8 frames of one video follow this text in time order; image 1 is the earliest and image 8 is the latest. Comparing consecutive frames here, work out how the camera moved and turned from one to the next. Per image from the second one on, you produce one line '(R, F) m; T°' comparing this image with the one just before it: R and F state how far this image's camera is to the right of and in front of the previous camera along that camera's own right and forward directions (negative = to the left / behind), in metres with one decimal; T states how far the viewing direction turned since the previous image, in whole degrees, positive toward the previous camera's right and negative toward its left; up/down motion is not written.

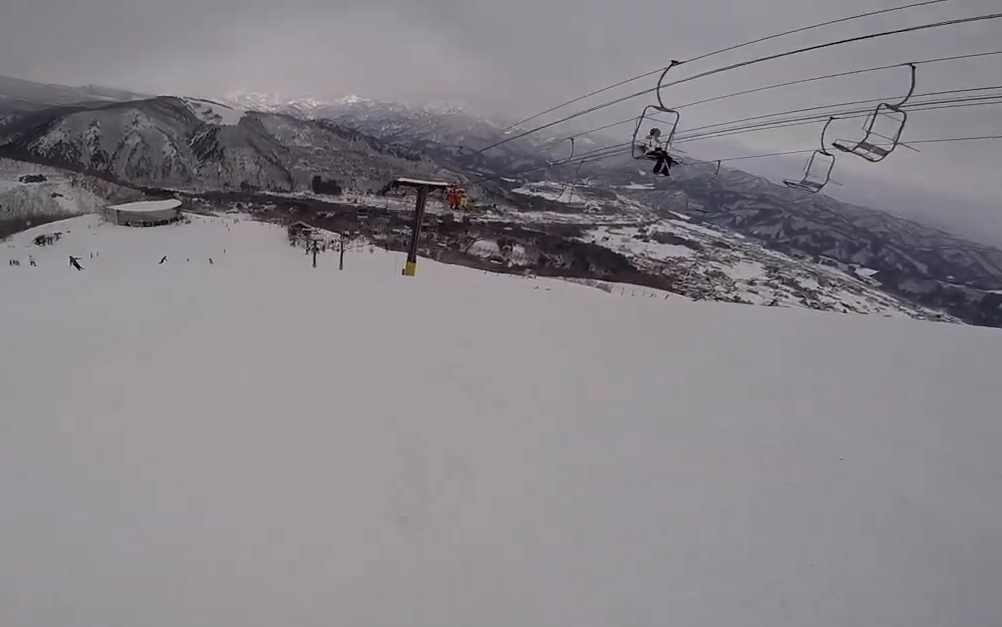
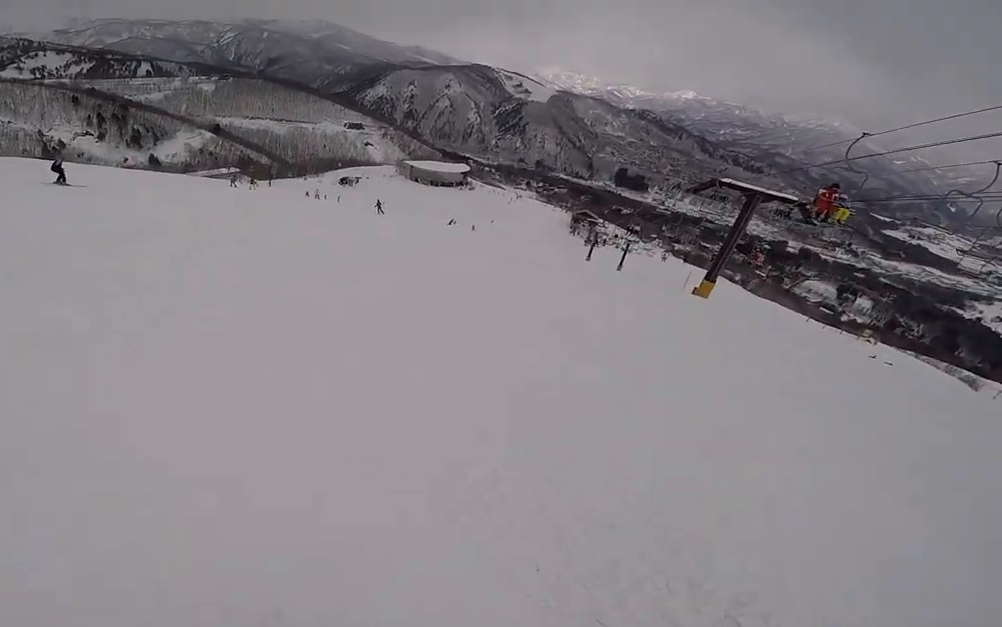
(-0.1, +2.7) m; -35°
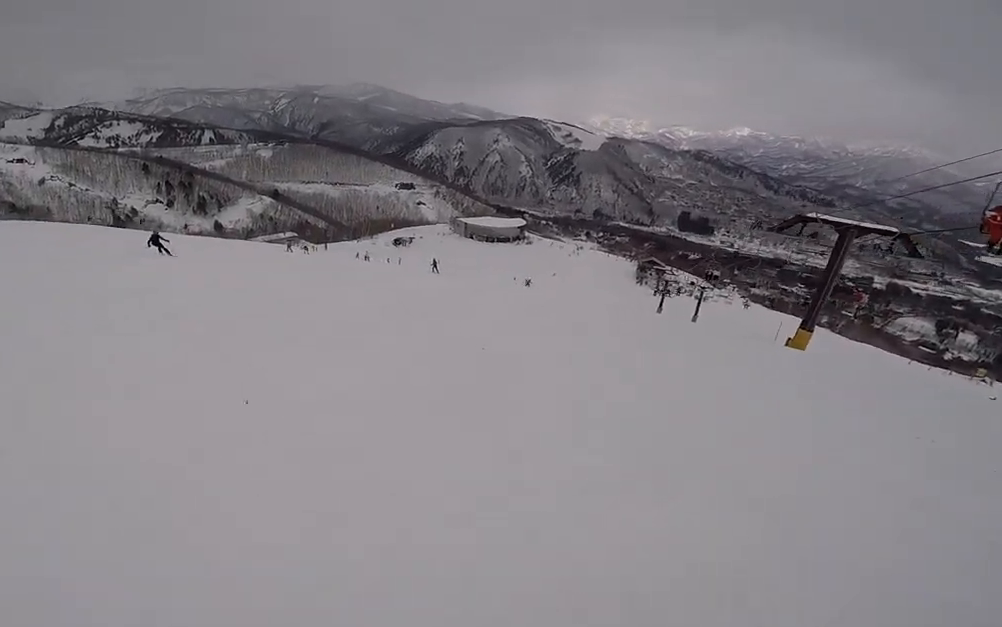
(-1.0, +1.8) m; -16°
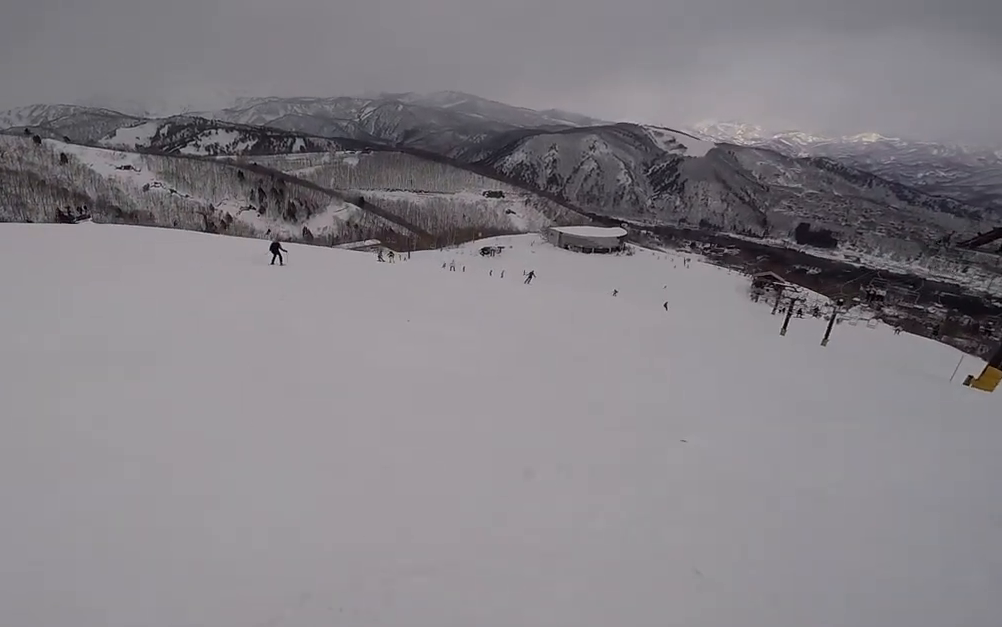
(-0.6, +2.8) m; -12°
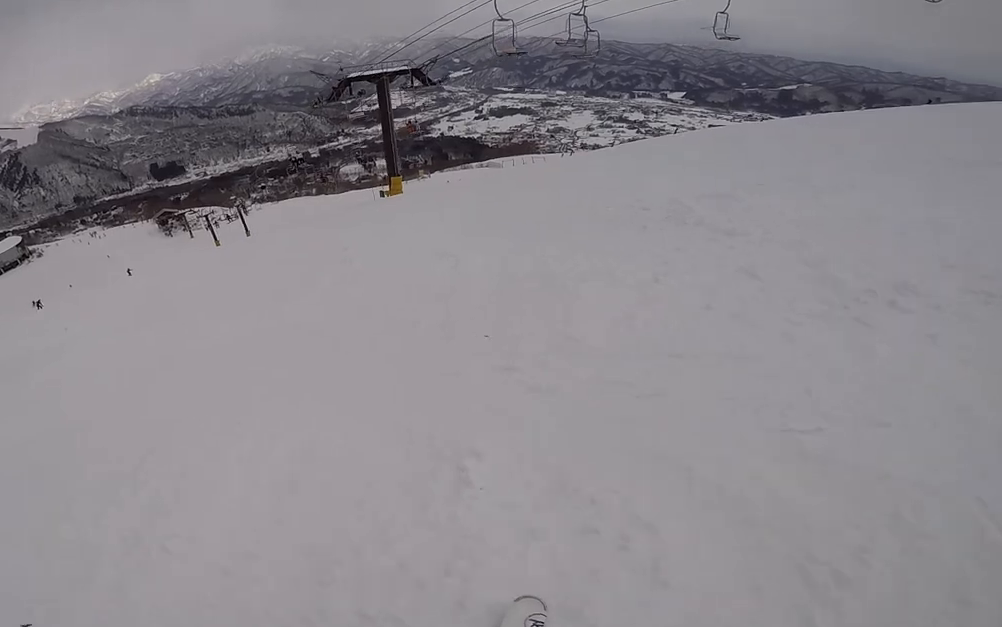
(0.0, +6.3) m; +37°
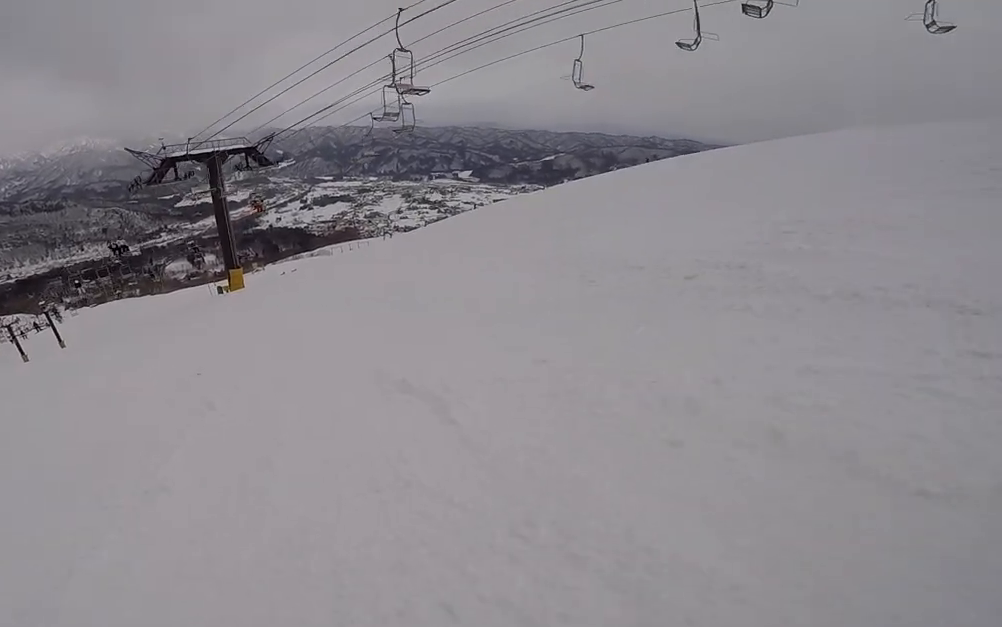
(+2.1, +2.9) m; +32°
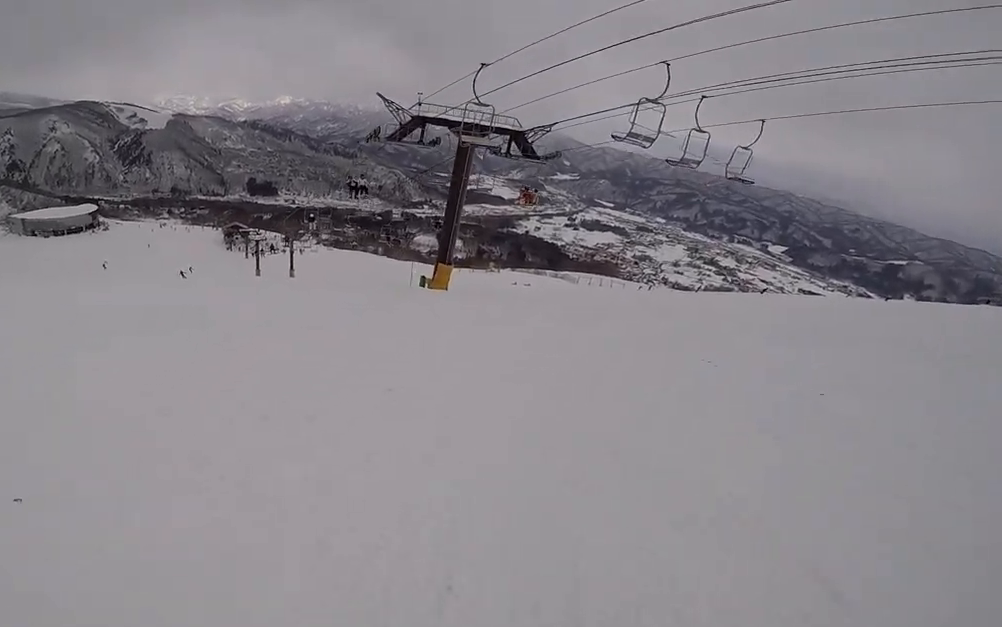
(-0.2, +6.1) m; -17°
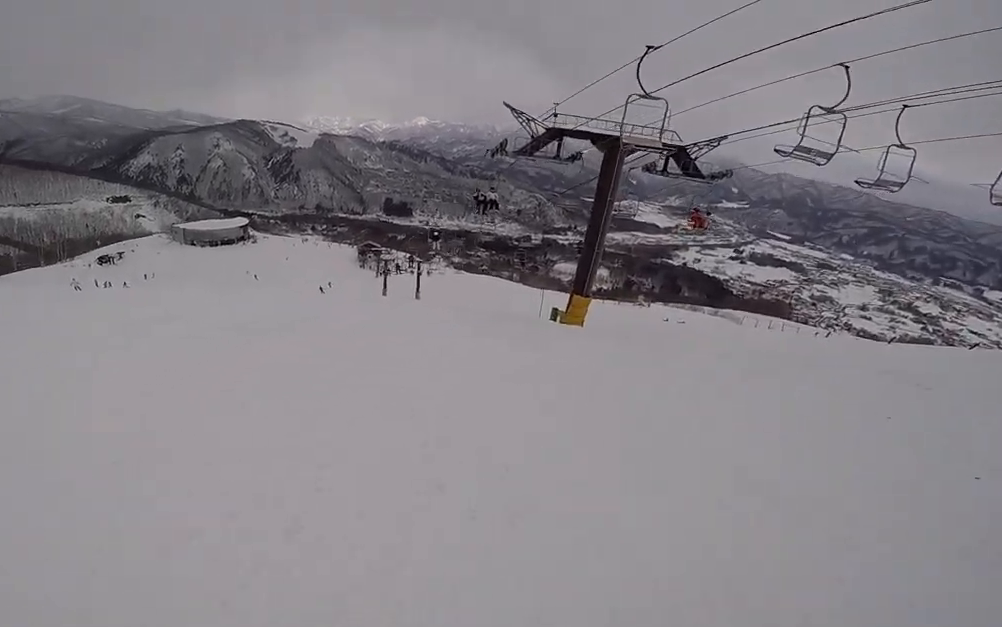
(-0.2, +1.8) m; -9°
